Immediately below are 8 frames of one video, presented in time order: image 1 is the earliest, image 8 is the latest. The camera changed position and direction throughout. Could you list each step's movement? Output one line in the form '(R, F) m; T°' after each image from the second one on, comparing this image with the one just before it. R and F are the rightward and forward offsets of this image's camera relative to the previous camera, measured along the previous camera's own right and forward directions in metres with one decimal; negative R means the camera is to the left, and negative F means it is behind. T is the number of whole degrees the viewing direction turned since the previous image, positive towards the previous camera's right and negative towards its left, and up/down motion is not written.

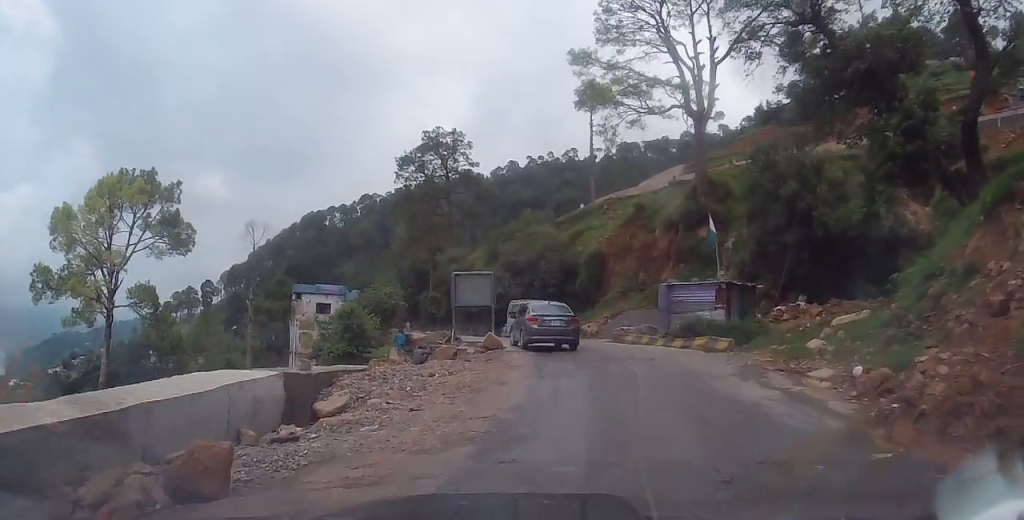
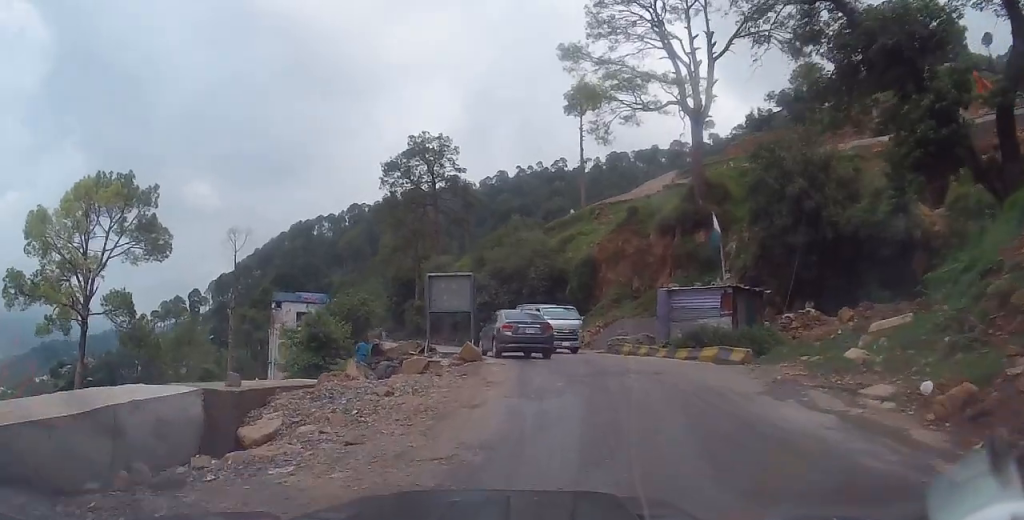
(+0.1, +2.7) m; -4°
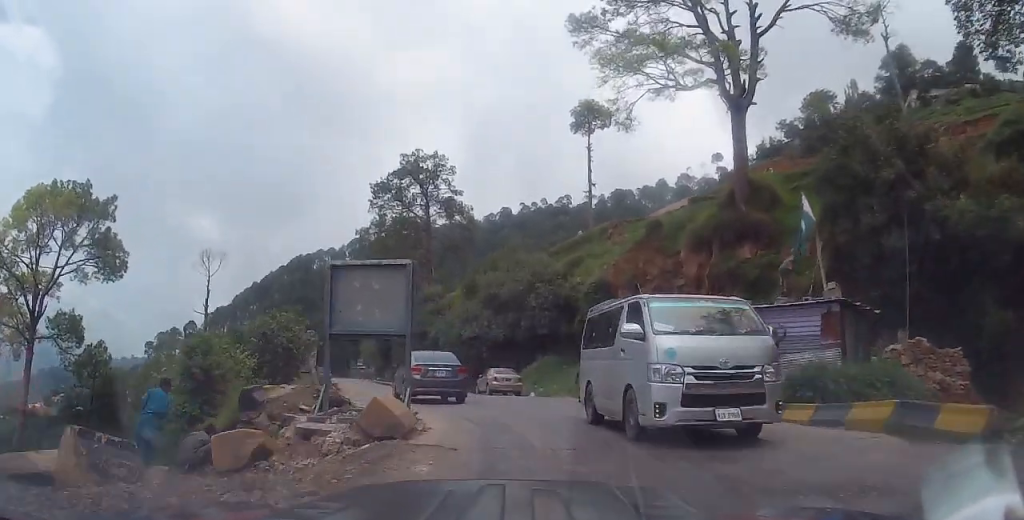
(-0.5, +8.9) m; +2°
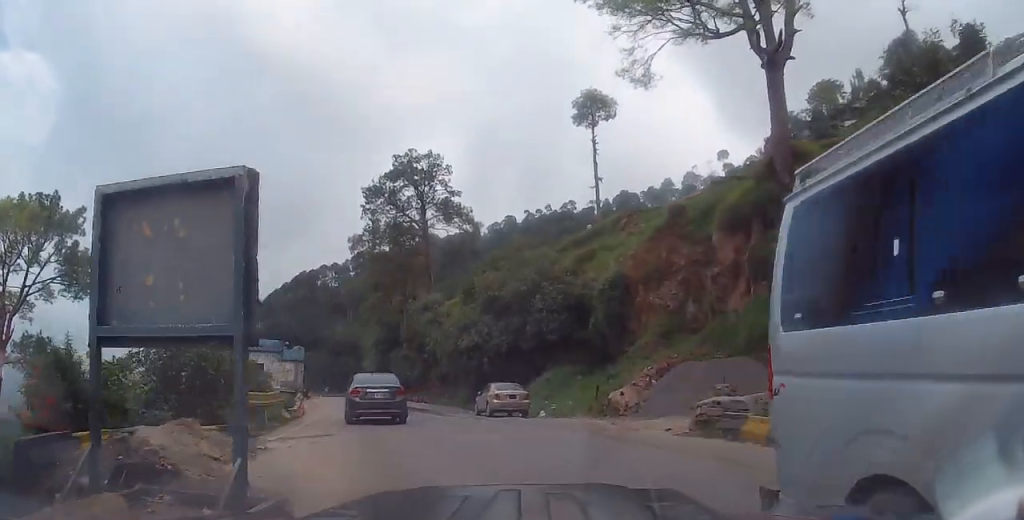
(+0.4, +5.7) m; -1°
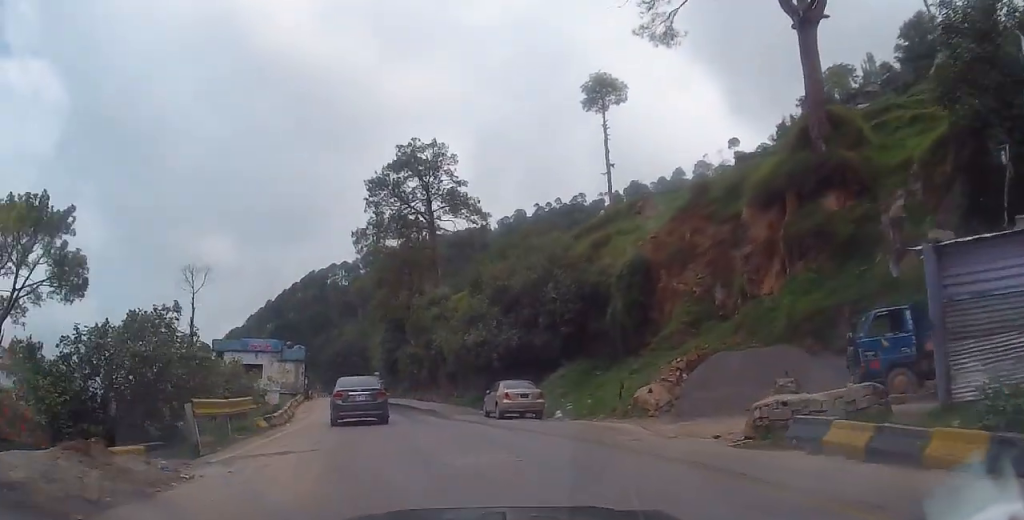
(0.0, +3.0) m; -5°
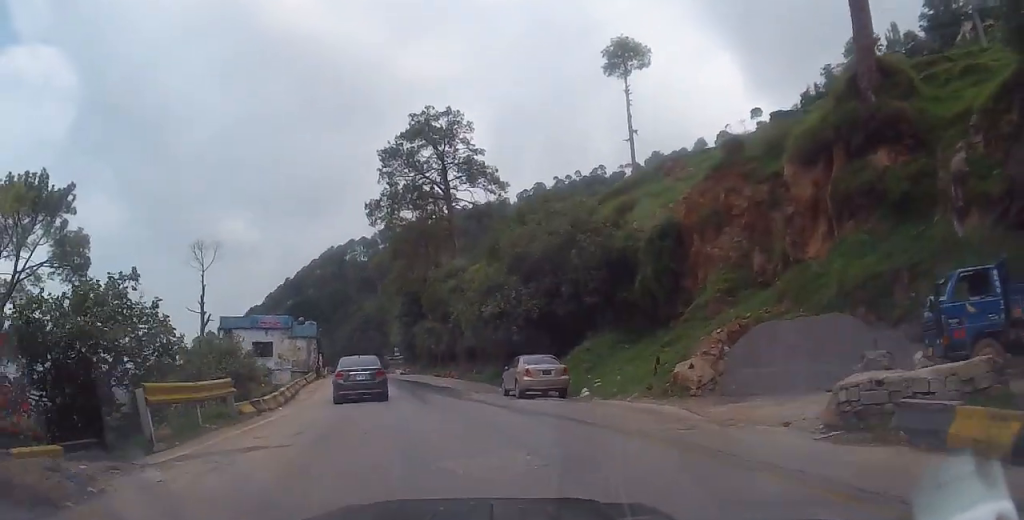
(-0.3, +2.5) m; -4°
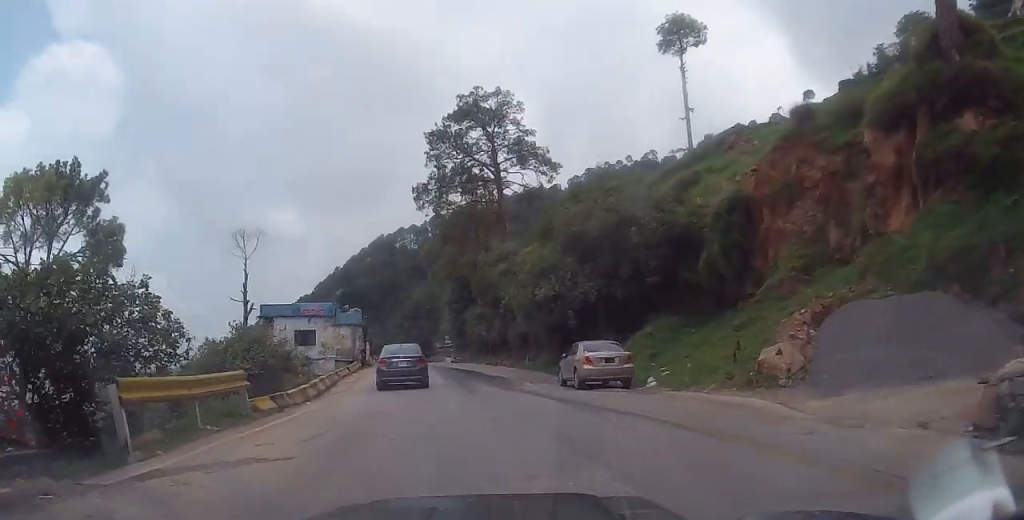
(-0.1, +2.4) m; -3°
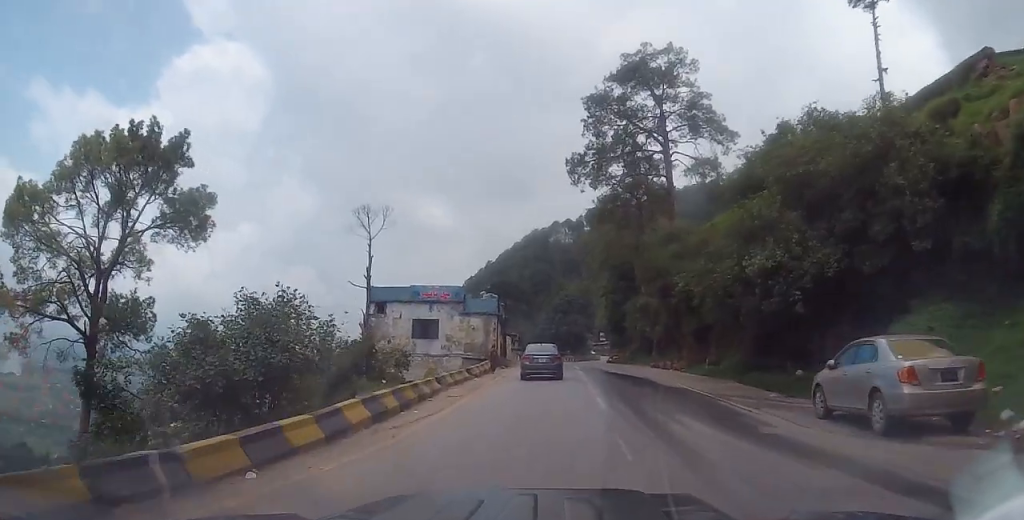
(-0.7, +10.2) m; -6°
